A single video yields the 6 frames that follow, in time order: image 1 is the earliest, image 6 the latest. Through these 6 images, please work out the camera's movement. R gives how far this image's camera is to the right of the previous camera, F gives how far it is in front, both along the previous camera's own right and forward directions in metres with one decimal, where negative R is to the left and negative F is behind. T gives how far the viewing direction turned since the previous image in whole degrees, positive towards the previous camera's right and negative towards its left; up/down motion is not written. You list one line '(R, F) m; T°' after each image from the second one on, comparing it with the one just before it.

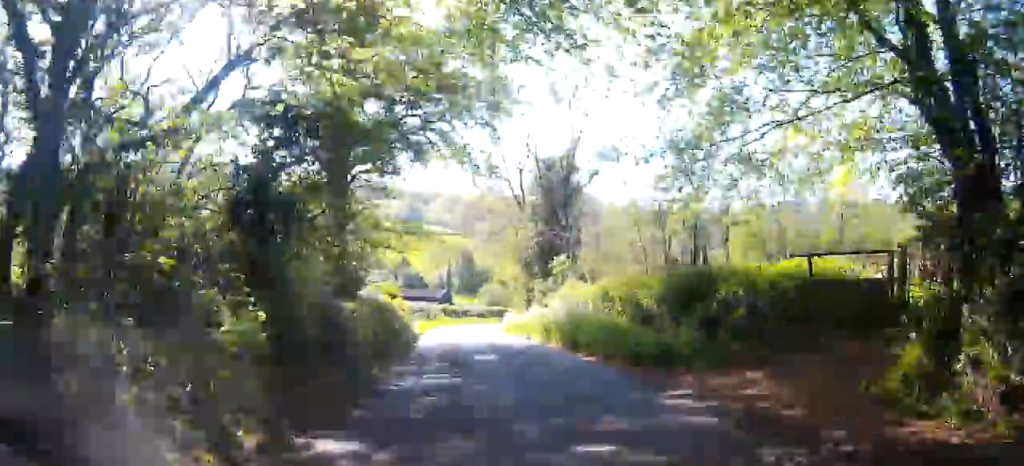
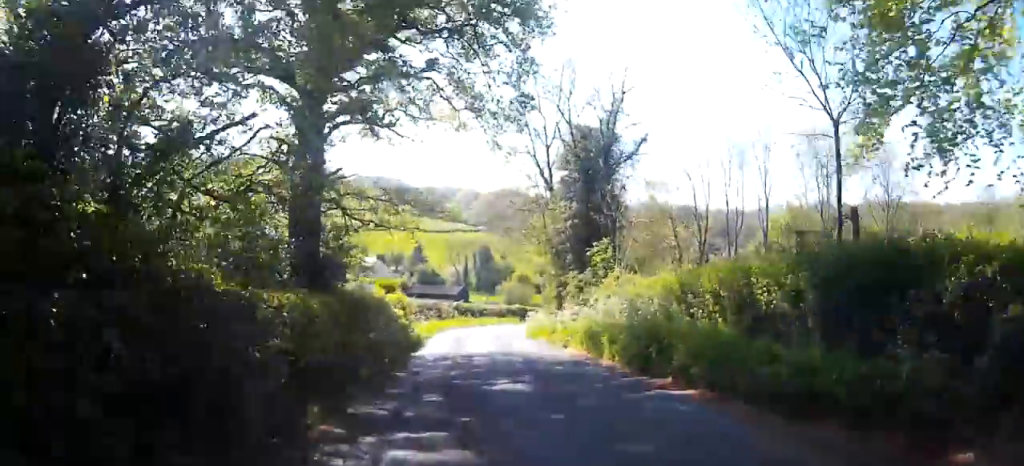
(-0.1, +6.0) m; -3°
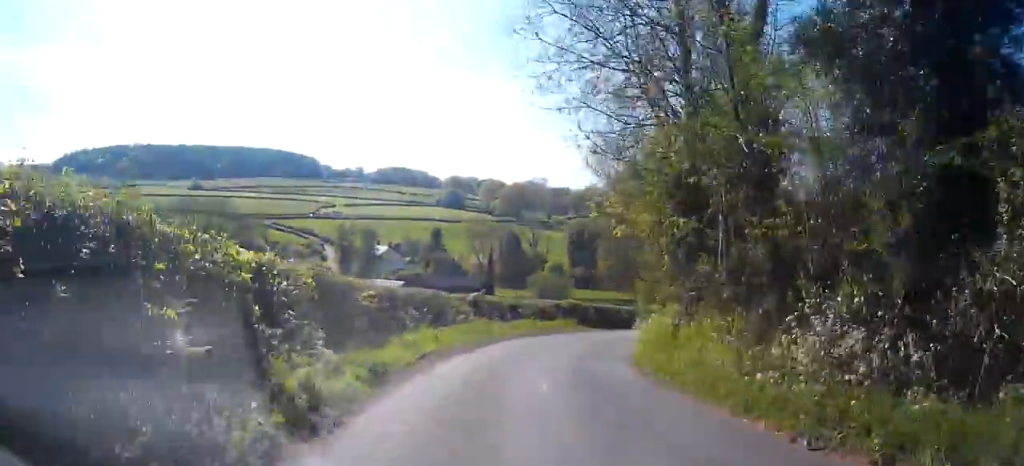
(-0.1, +20.8) m; 0°
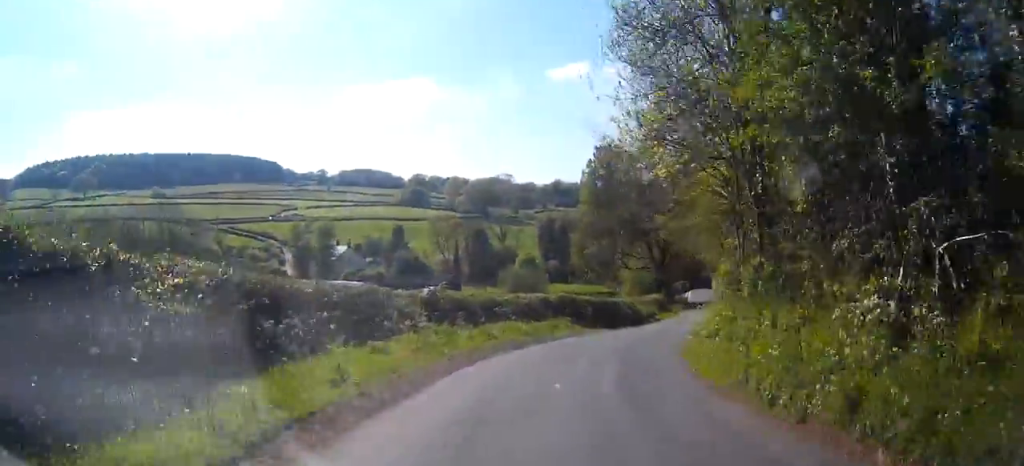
(-0.4, +9.1) m; +3°
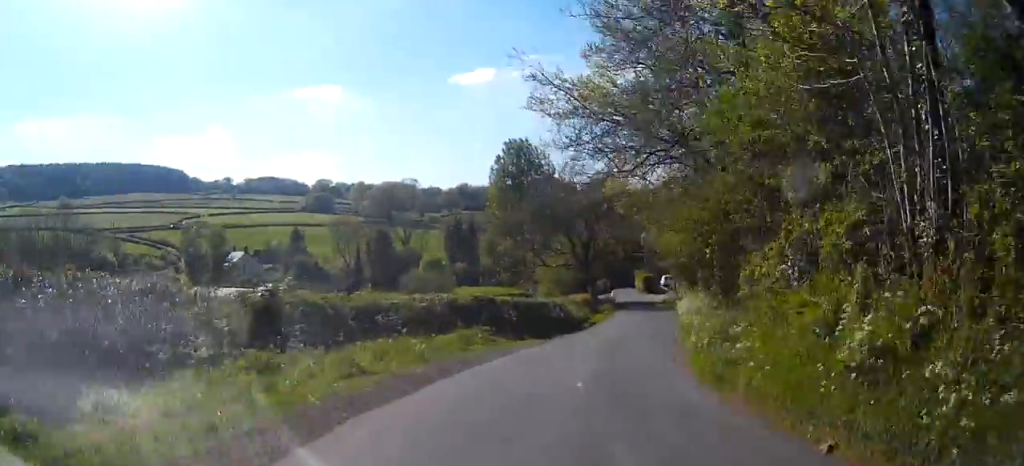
(+0.7, +8.3) m; +10°
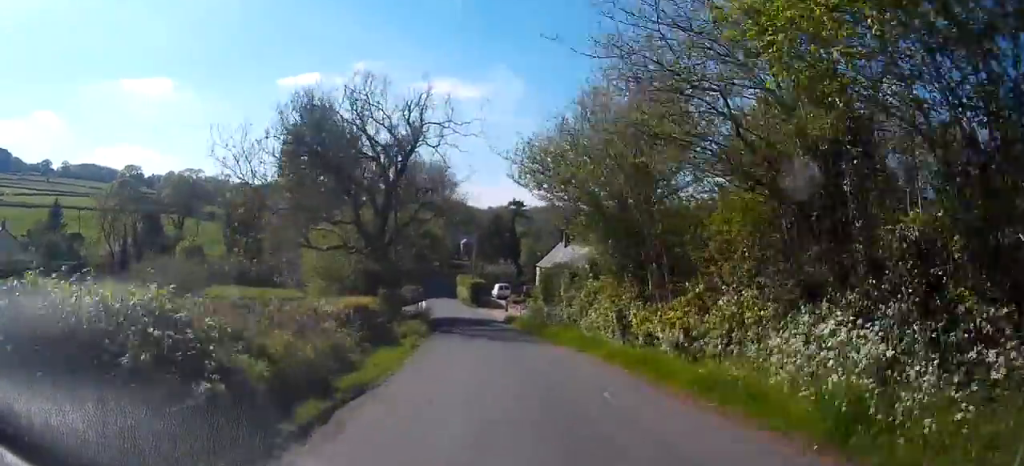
(+6.4, +25.2) m; +18°
